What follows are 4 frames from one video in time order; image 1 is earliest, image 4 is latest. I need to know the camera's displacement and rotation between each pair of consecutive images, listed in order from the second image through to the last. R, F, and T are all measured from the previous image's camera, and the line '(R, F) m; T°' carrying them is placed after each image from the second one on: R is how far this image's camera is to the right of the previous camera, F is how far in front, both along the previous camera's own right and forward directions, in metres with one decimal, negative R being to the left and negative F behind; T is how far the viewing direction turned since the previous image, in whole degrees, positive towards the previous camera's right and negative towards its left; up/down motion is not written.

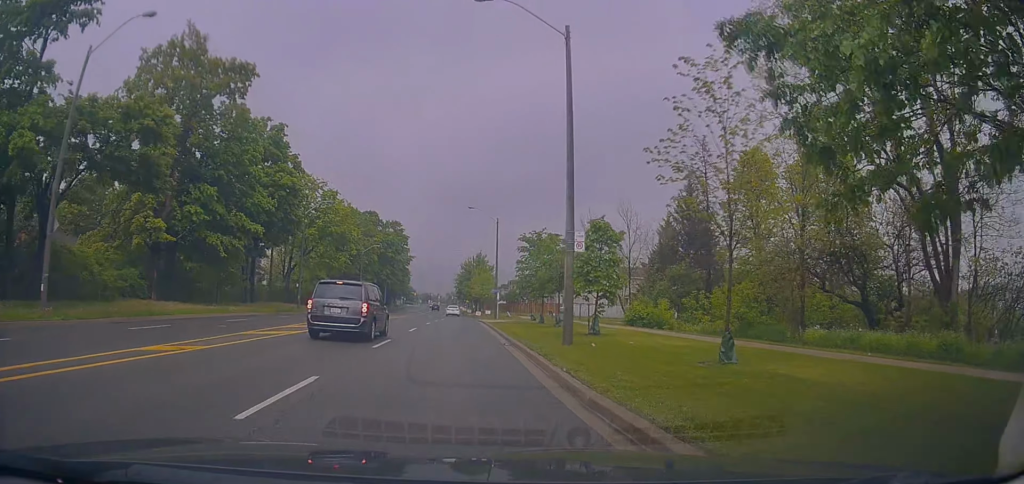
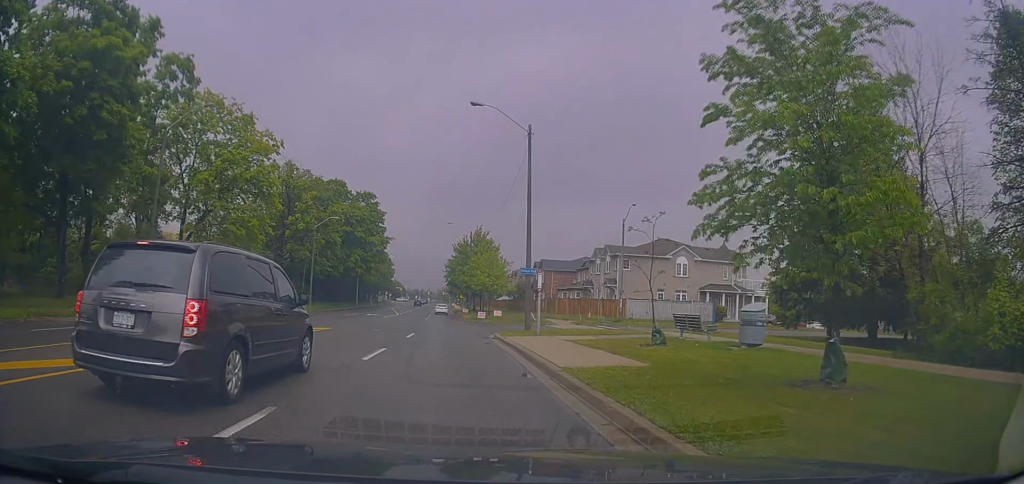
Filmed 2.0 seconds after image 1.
(-0.1, +30.7) m; +1°
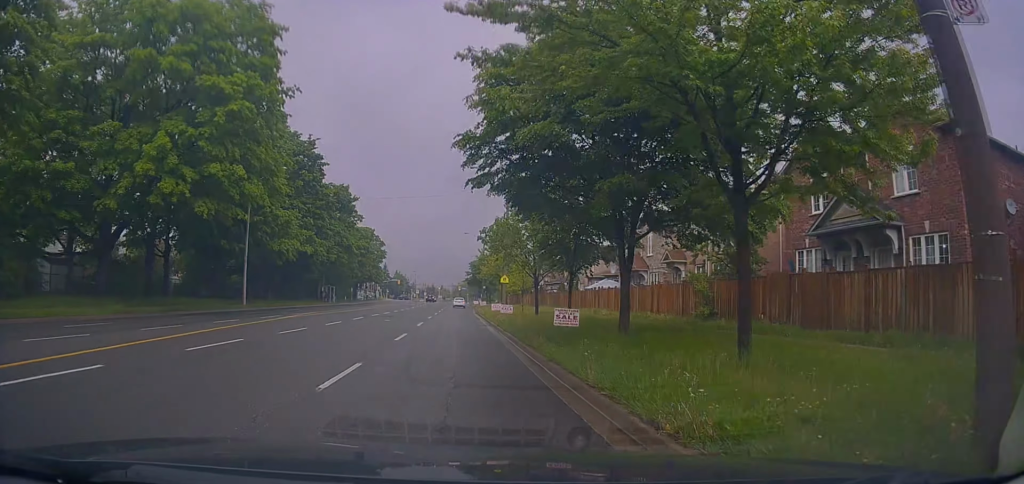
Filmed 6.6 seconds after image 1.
(-1.8, +69.5) m; -2°
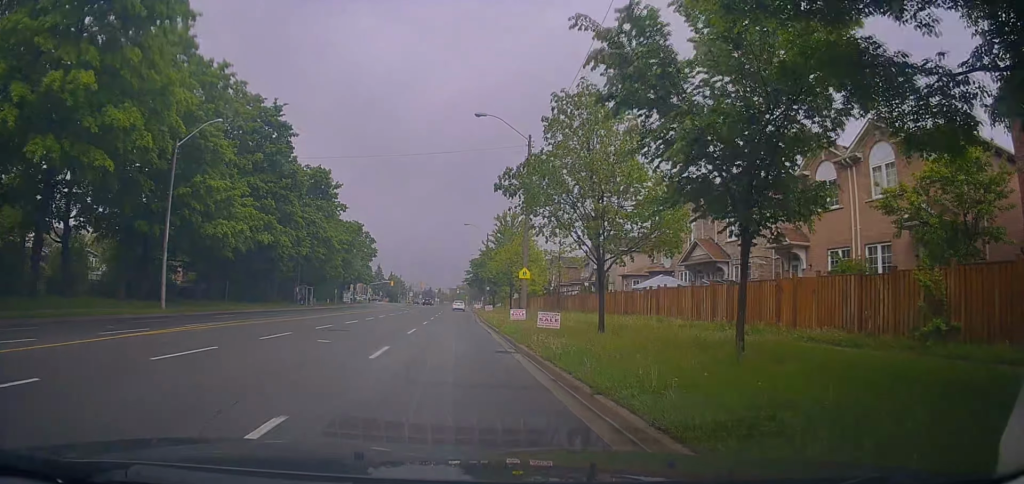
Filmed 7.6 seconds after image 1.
(+0.2, +14.1) m; -1°
